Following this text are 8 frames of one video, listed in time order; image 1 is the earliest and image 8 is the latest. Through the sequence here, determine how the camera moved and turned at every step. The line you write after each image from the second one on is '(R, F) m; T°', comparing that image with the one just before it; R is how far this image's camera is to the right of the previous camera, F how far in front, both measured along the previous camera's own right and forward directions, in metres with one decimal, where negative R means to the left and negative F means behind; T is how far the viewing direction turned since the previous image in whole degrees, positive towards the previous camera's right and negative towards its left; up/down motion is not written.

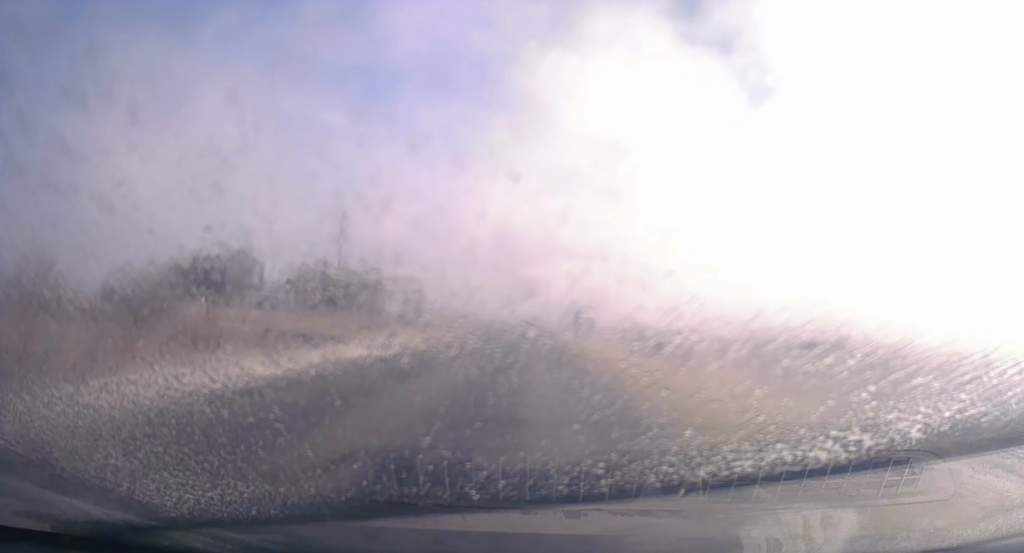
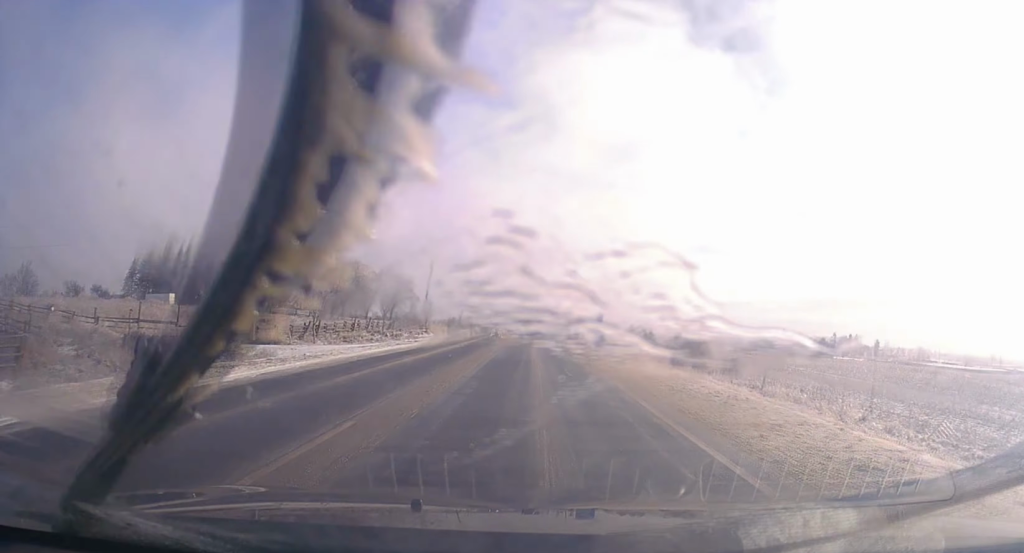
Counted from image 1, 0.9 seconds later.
(+0.1, +18.5) m; +1°
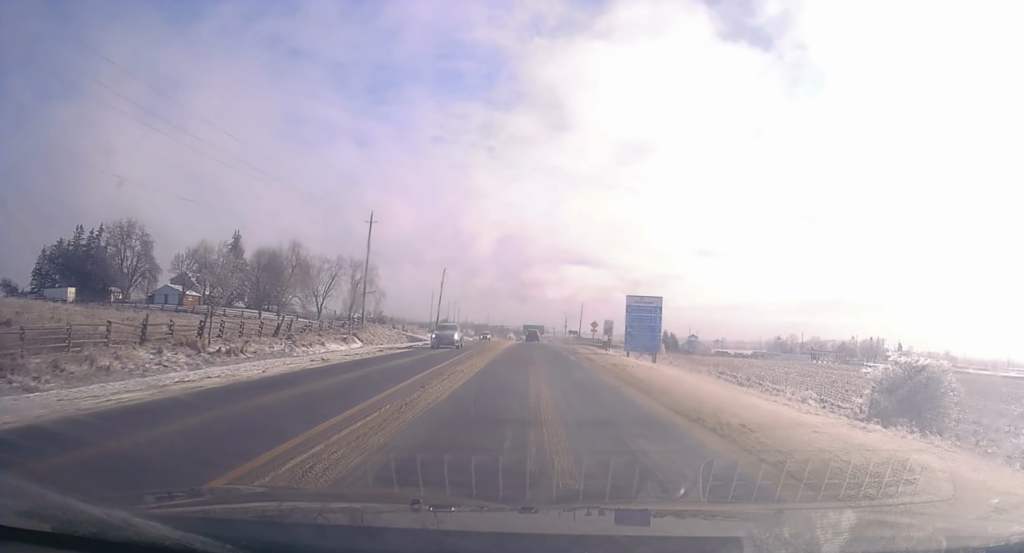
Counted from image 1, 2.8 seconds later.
(0.0, +40.7) m; 0°
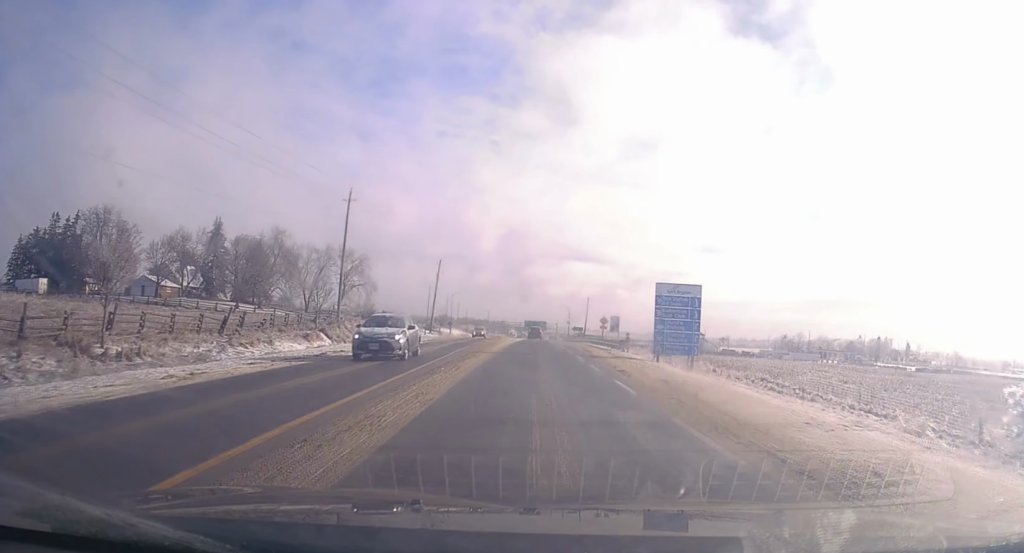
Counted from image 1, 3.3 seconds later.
(+0.3, +10.3) m; 0°
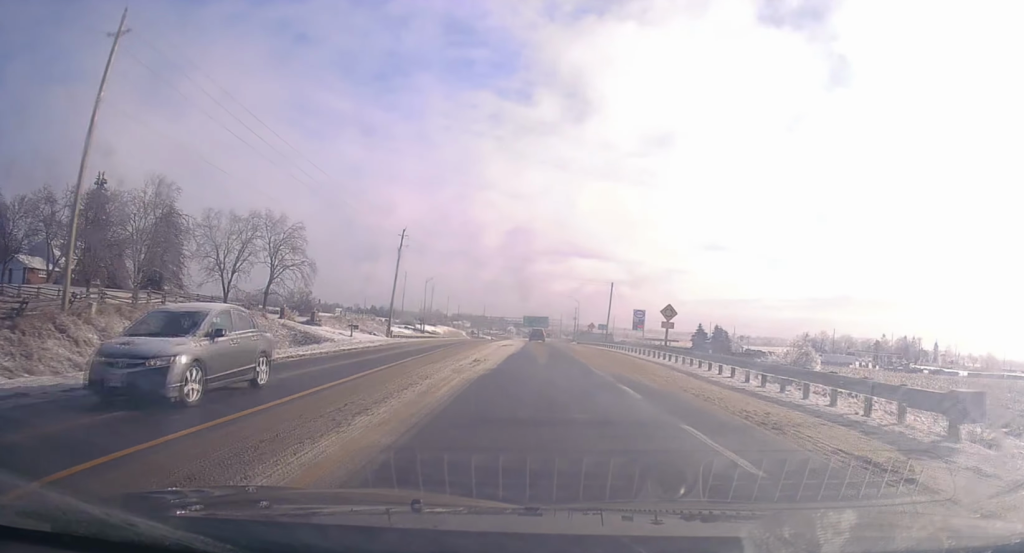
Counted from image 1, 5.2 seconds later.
(+0.1, +39.3) m; 0°
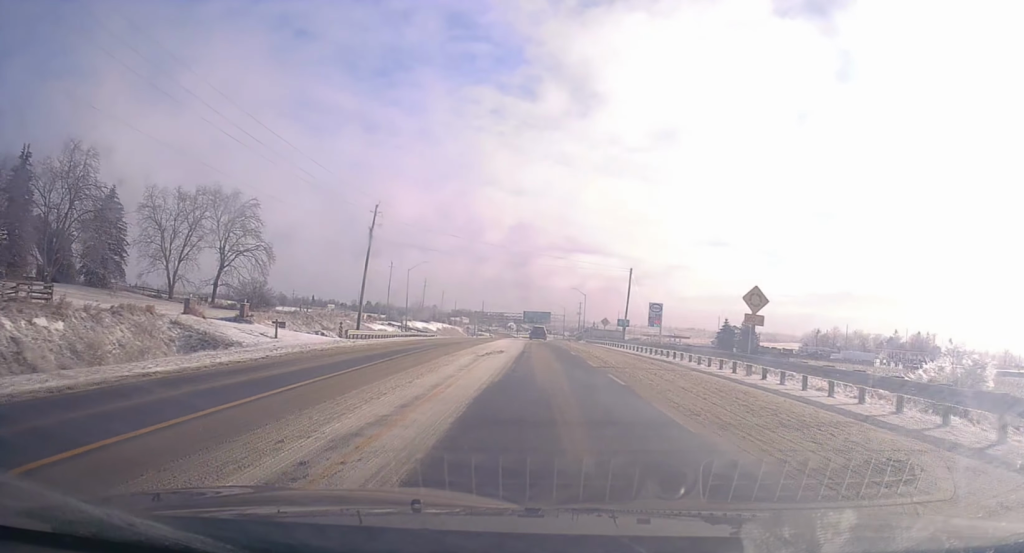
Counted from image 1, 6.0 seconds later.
(-0.1, +17.7) m; -1°
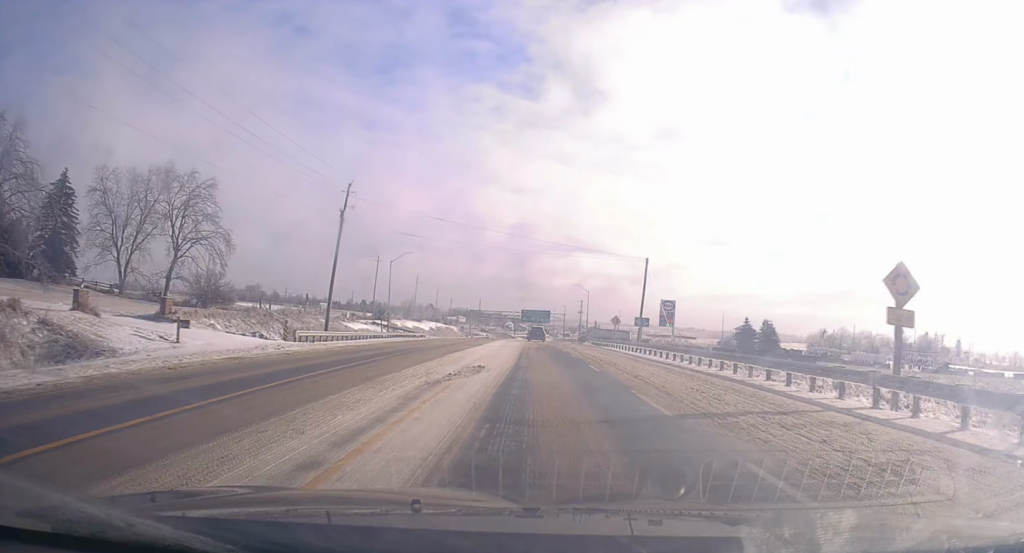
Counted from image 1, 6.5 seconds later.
(-0.1, +11.2) m; -1°
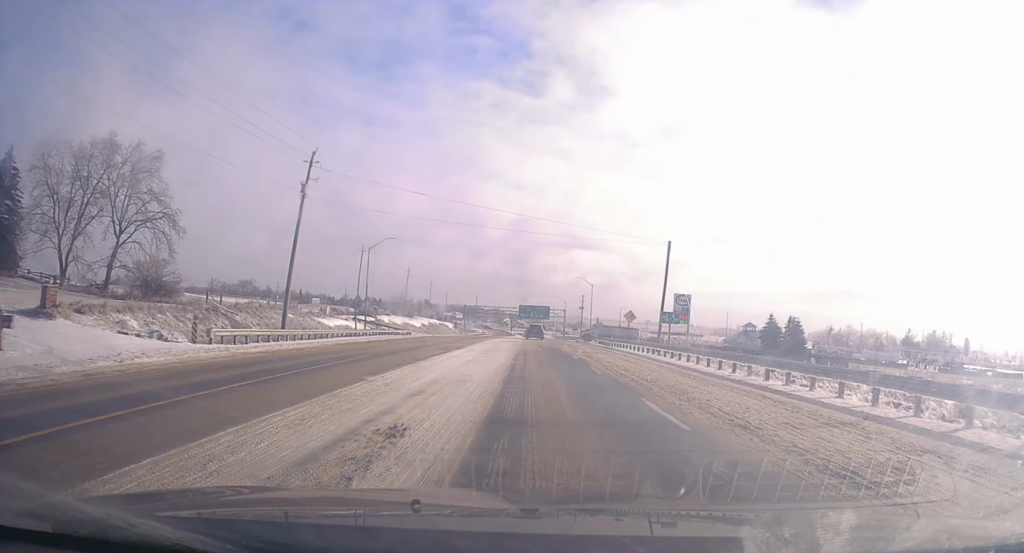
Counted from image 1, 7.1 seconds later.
(-0.1, +12.3) m; +2°
